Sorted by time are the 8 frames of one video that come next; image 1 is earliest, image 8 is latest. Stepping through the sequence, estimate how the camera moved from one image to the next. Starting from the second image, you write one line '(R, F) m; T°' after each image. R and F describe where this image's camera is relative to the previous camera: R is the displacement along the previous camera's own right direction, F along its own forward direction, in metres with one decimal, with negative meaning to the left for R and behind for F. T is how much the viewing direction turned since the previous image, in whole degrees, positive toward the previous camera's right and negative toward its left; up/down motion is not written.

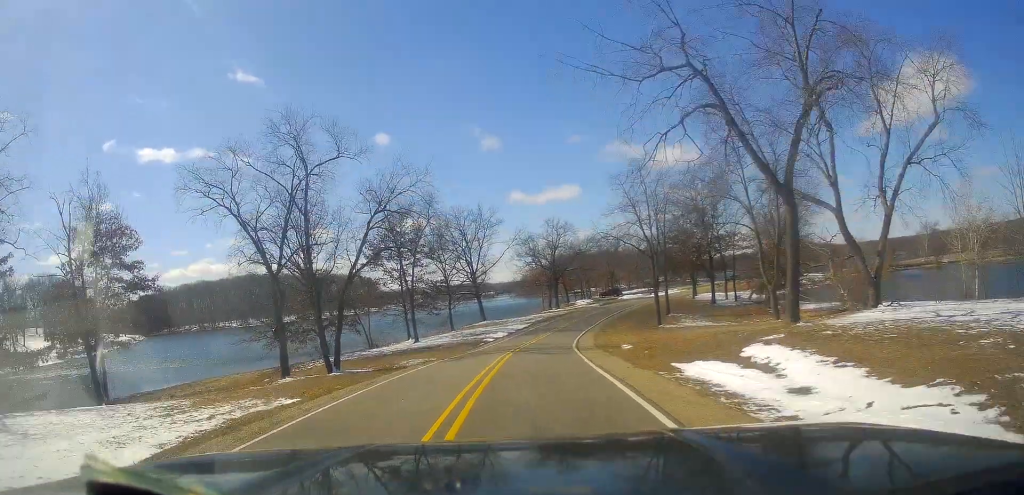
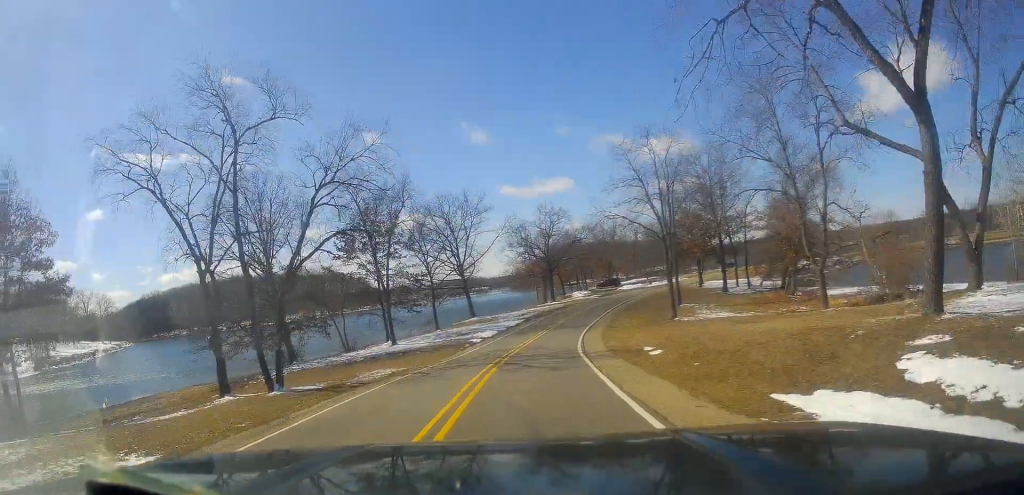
(-0.4, +7.5) m; +4°
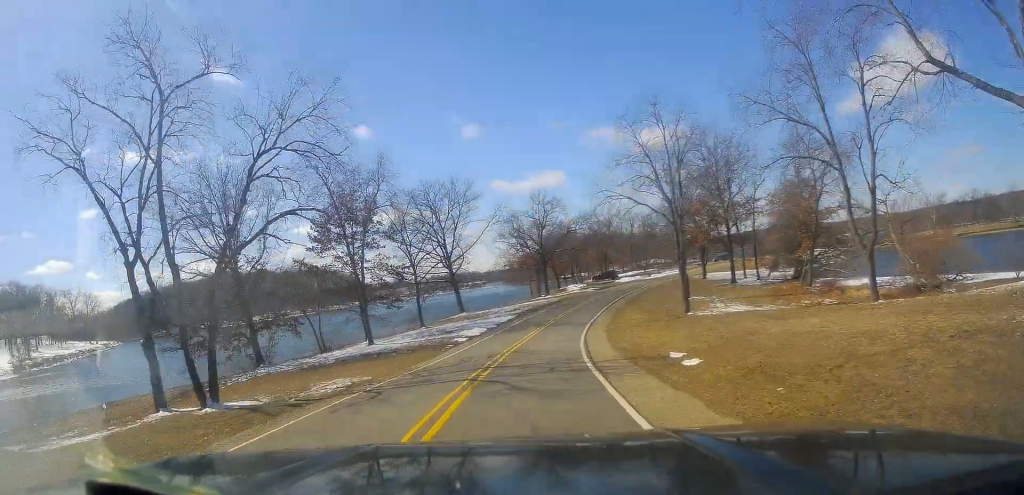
(+0.7, +5.4) m; +2°
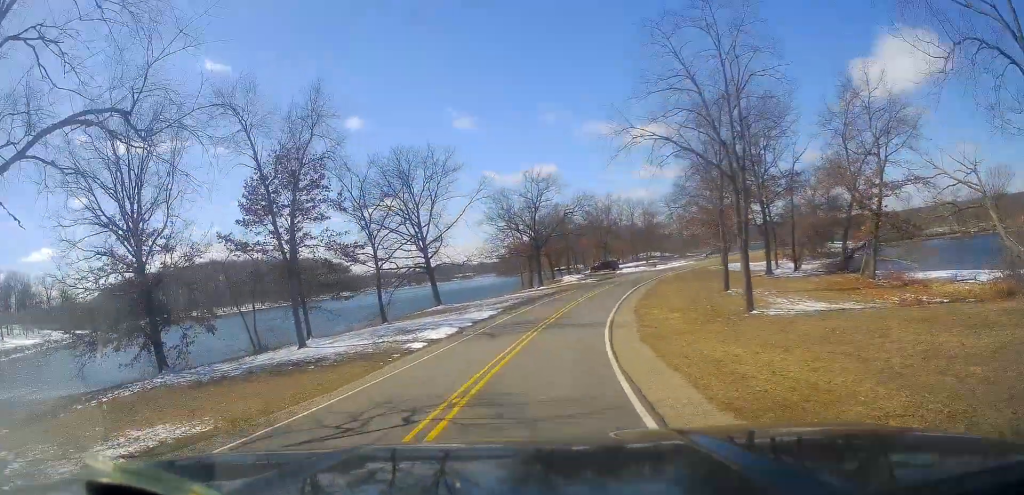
(-0.3, +12.3) m; -2°
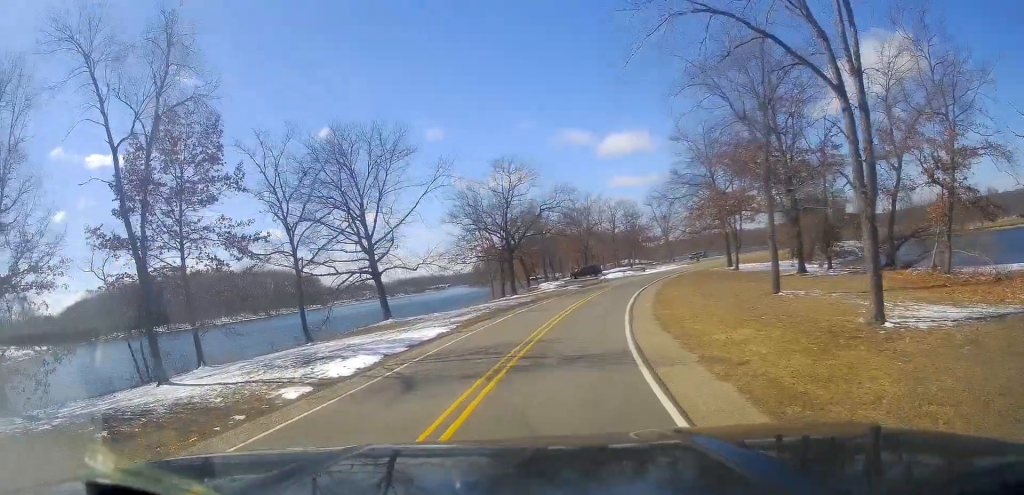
(0.0, +11.7) m; +2°
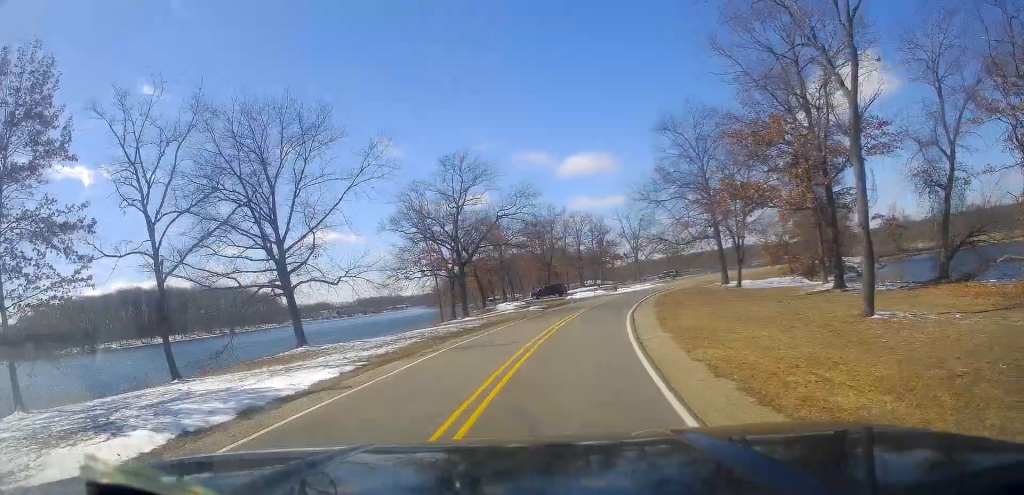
(+0.5, +11.2) m; +4°
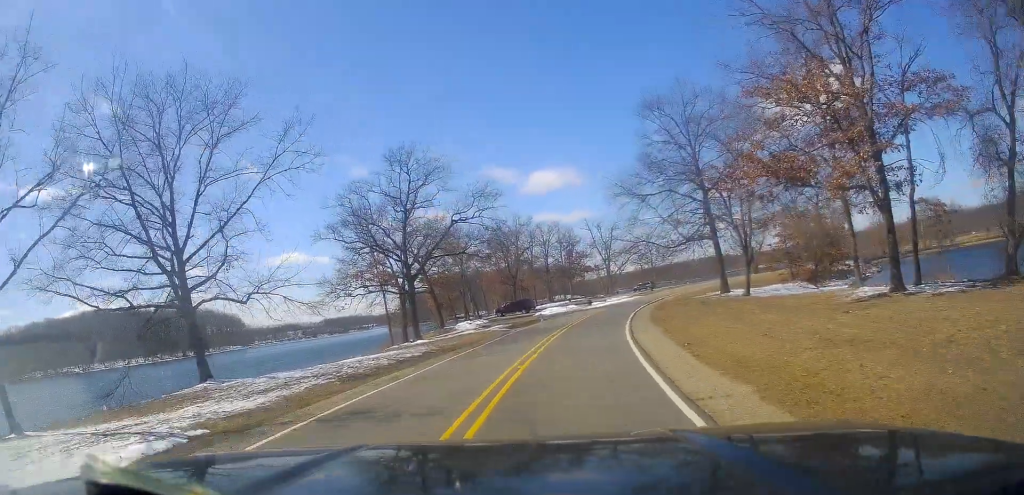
(+0.2, +9.2) m; +4°
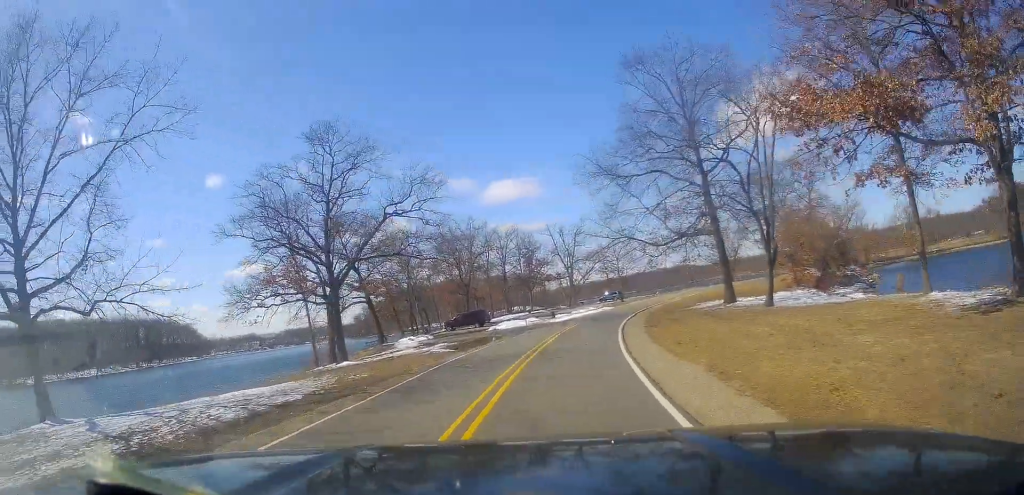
(+0.5, +10.5) m; +4°
